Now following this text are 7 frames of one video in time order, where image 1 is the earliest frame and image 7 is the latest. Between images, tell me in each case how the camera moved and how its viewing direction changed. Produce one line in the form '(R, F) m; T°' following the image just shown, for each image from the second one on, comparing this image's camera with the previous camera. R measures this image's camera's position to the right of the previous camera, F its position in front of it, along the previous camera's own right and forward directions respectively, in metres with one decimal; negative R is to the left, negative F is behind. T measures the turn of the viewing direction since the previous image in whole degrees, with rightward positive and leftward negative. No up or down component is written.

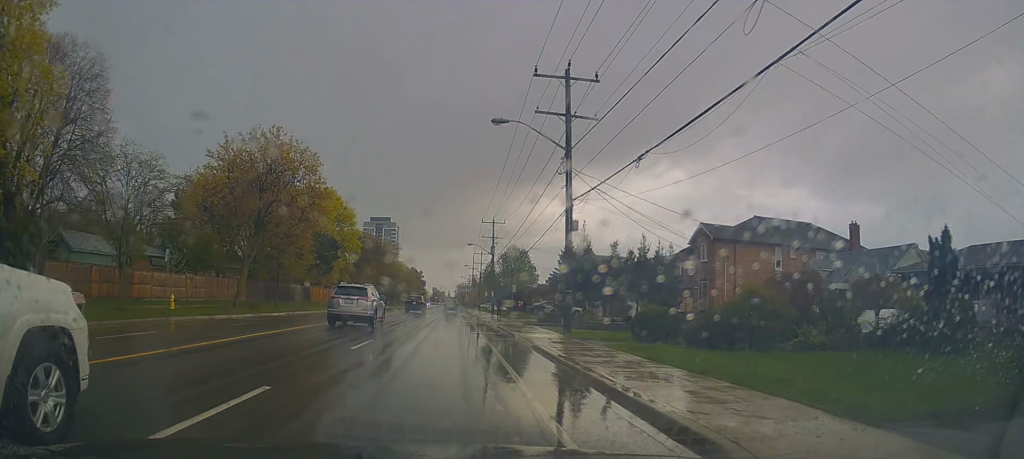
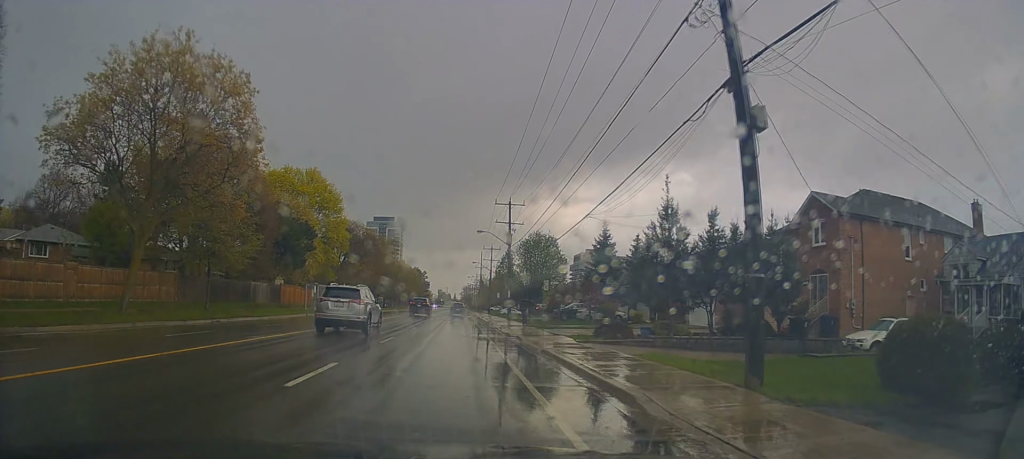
(+0.4, +14.7) m; 0°
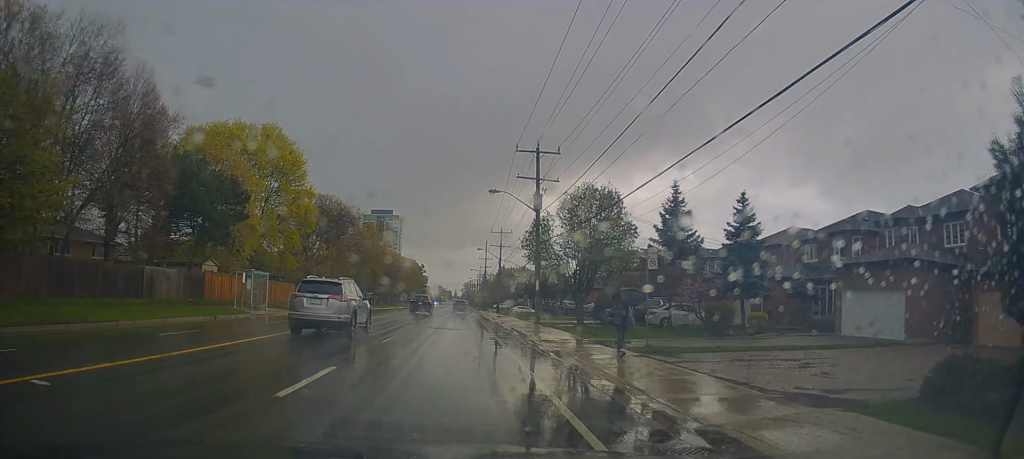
(-0.4, +19.3) m; -1°
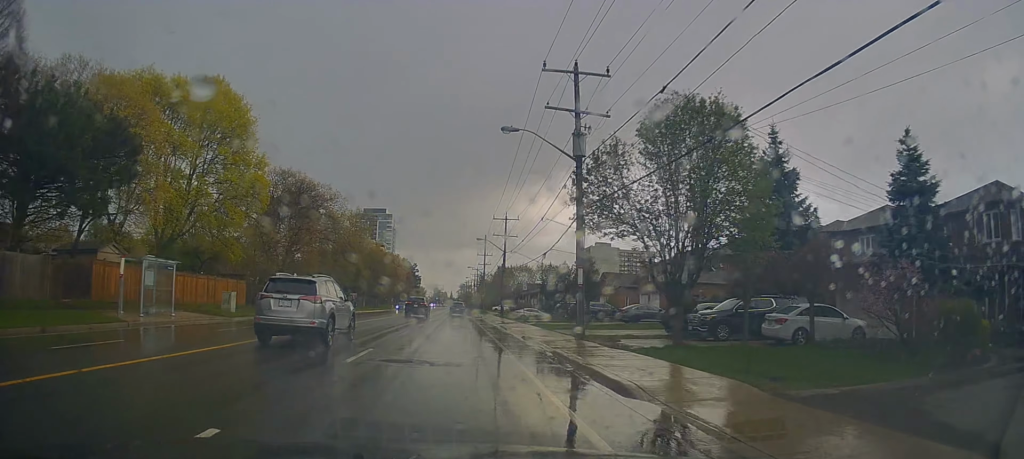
(+0.1, +13.8) m; -1°
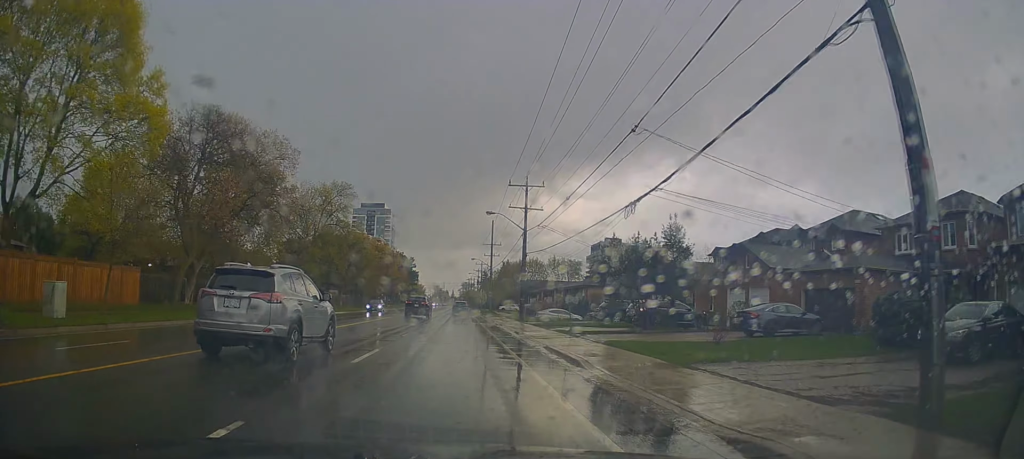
(-0.3, +17.9) m; +1°
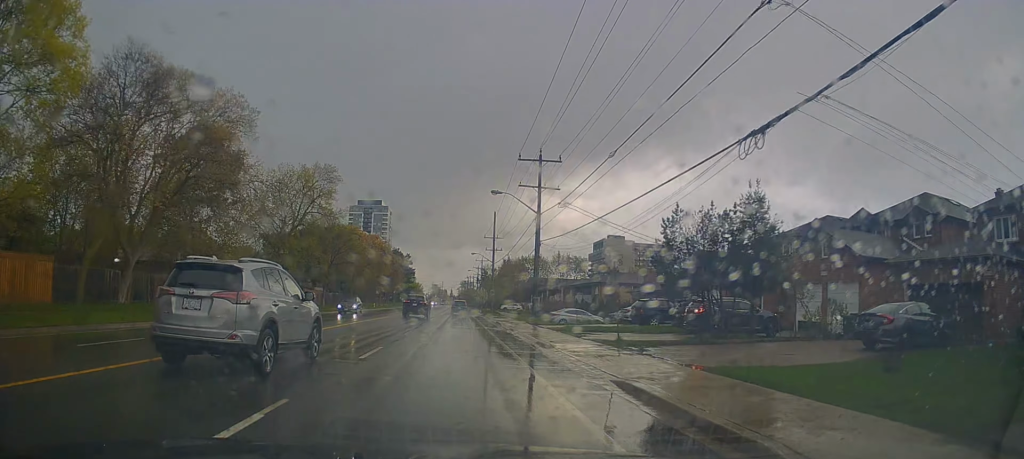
(+0.3, +8.5) m; +1°
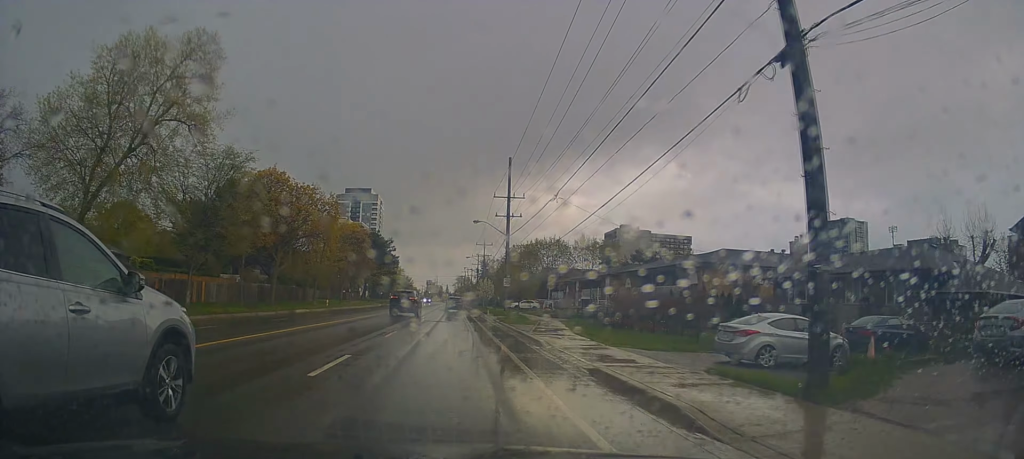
(+0.2, +30.1) m; 0°
